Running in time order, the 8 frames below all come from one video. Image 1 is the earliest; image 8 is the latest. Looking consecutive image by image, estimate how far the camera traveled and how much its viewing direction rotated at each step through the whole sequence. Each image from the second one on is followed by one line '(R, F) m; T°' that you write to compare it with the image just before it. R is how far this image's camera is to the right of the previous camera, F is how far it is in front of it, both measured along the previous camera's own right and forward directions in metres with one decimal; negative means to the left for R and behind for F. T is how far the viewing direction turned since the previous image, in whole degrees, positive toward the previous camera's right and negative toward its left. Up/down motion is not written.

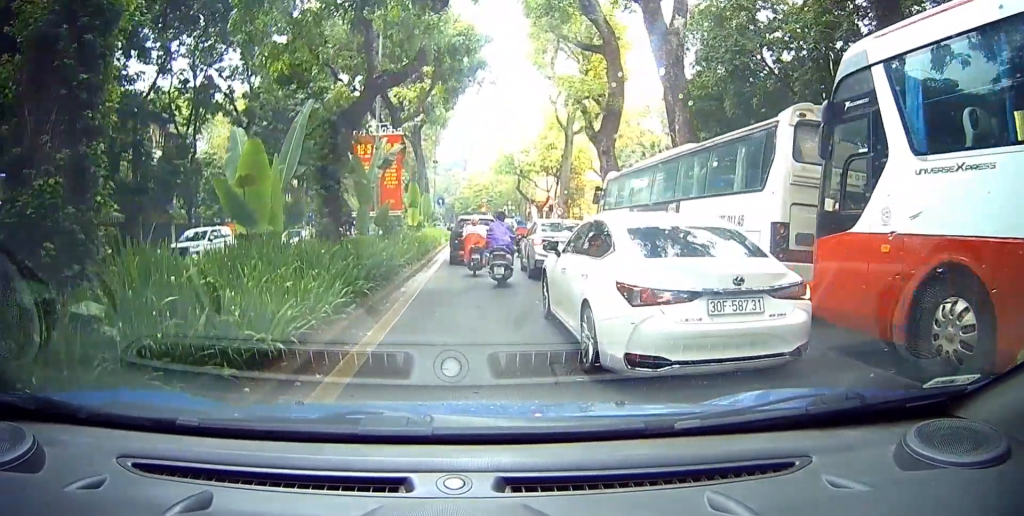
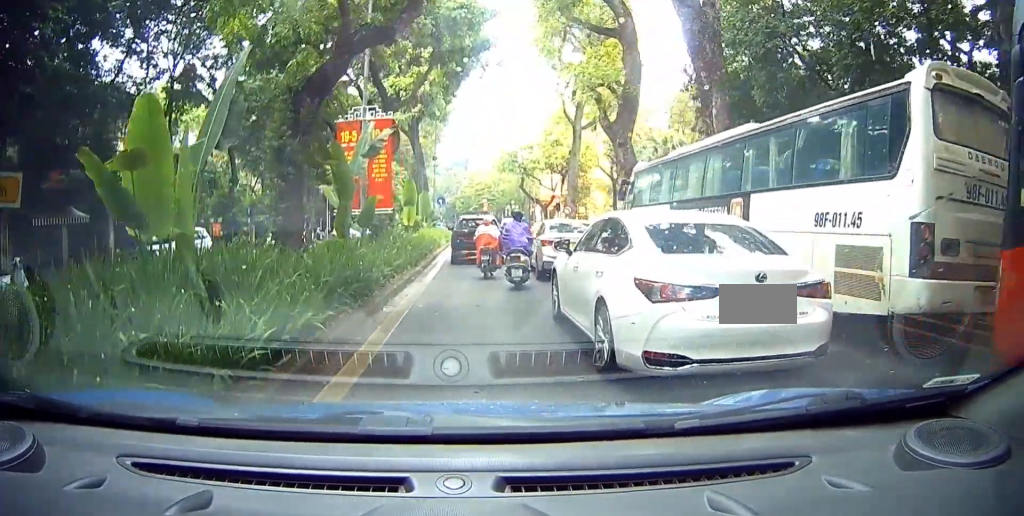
(0.0, +4.6) m; 0°
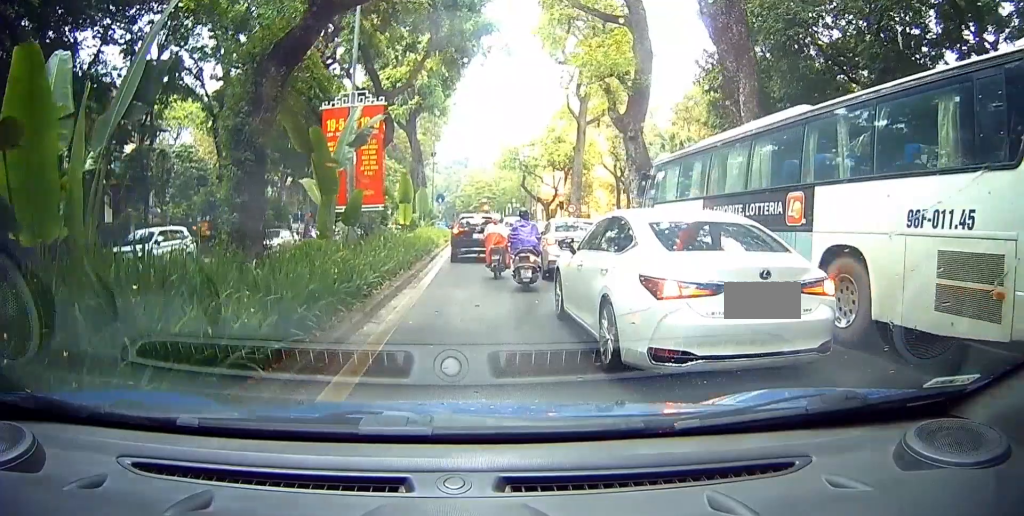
(0.0, +2.7) m; 0°
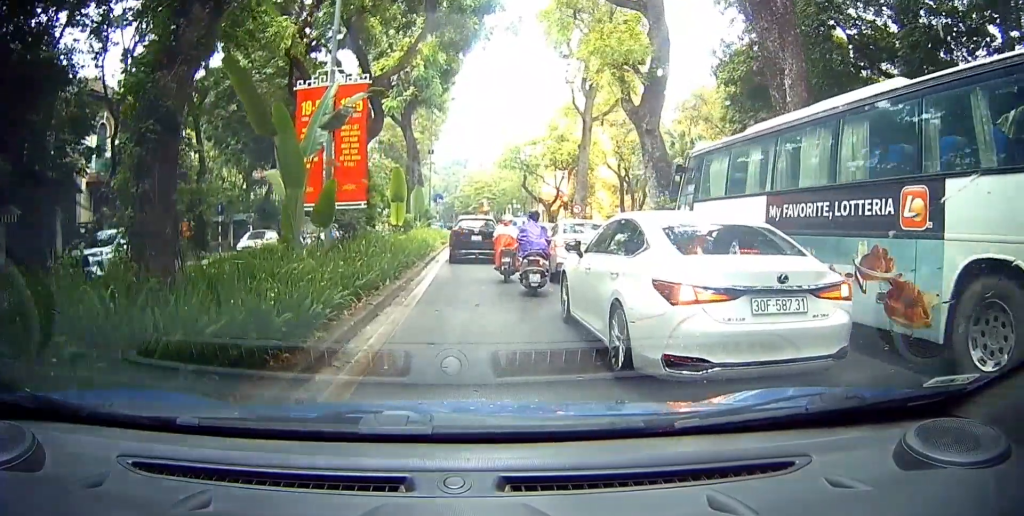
(0.0, +3.8) m; 0°
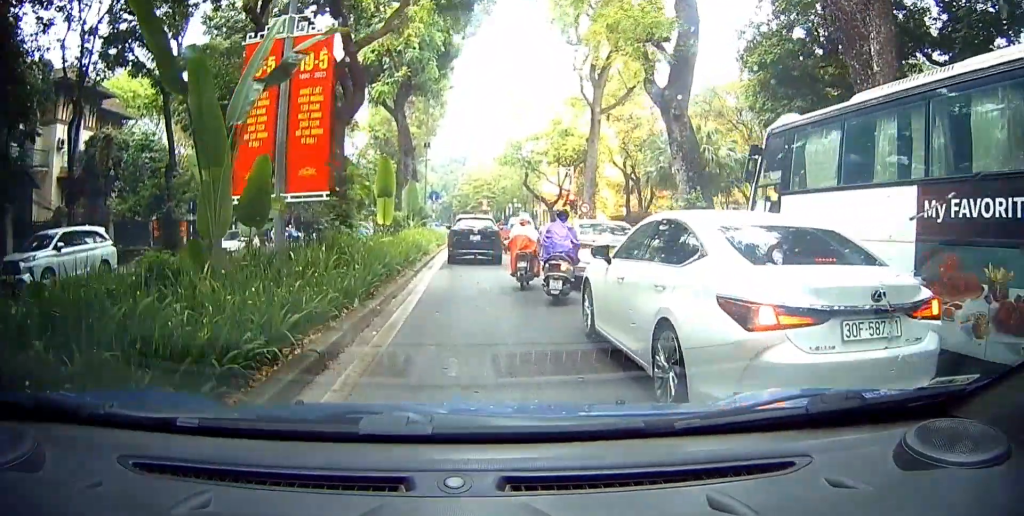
(0.0, +4.1) m; 0°
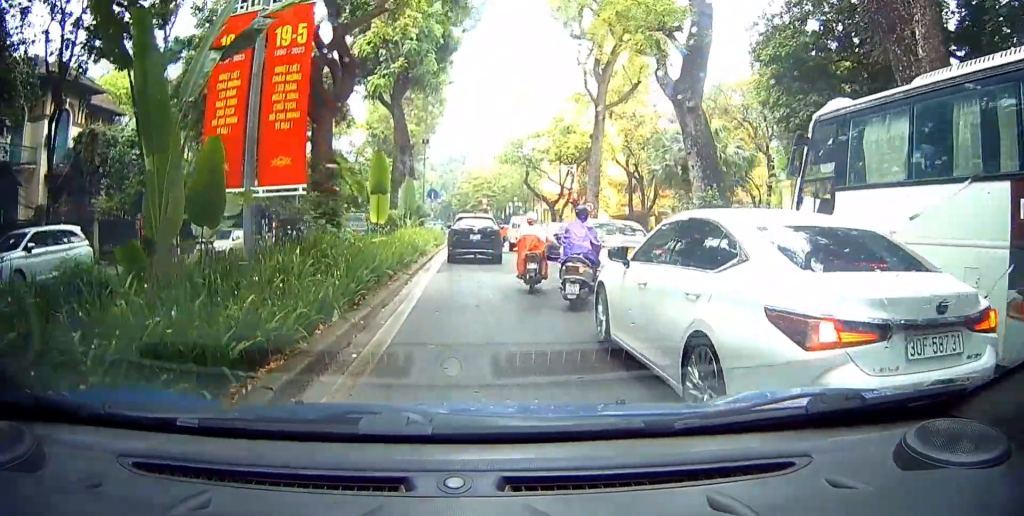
(0.0, +1.5) m; 0°
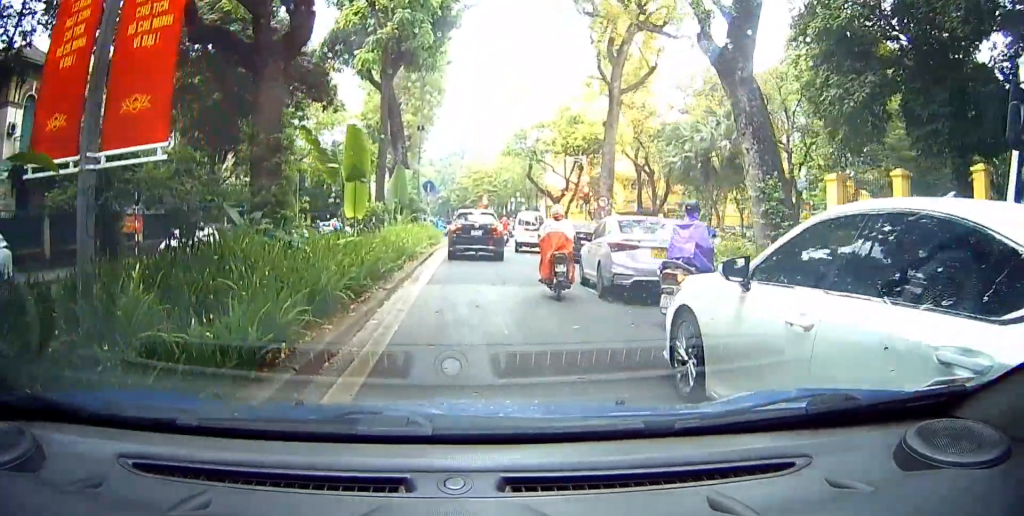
(0.0, +3.3) m; 0°
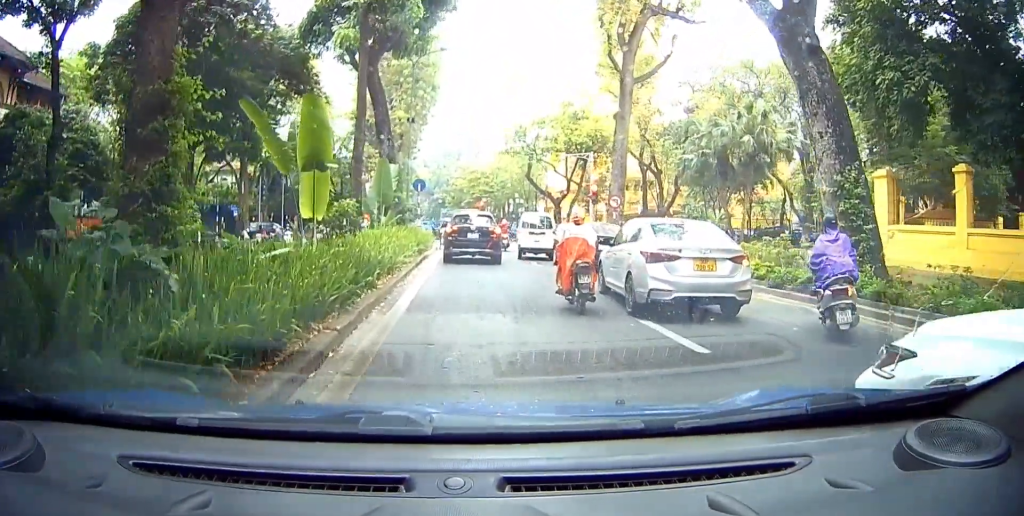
(0.0, +3.1) m; 0°
